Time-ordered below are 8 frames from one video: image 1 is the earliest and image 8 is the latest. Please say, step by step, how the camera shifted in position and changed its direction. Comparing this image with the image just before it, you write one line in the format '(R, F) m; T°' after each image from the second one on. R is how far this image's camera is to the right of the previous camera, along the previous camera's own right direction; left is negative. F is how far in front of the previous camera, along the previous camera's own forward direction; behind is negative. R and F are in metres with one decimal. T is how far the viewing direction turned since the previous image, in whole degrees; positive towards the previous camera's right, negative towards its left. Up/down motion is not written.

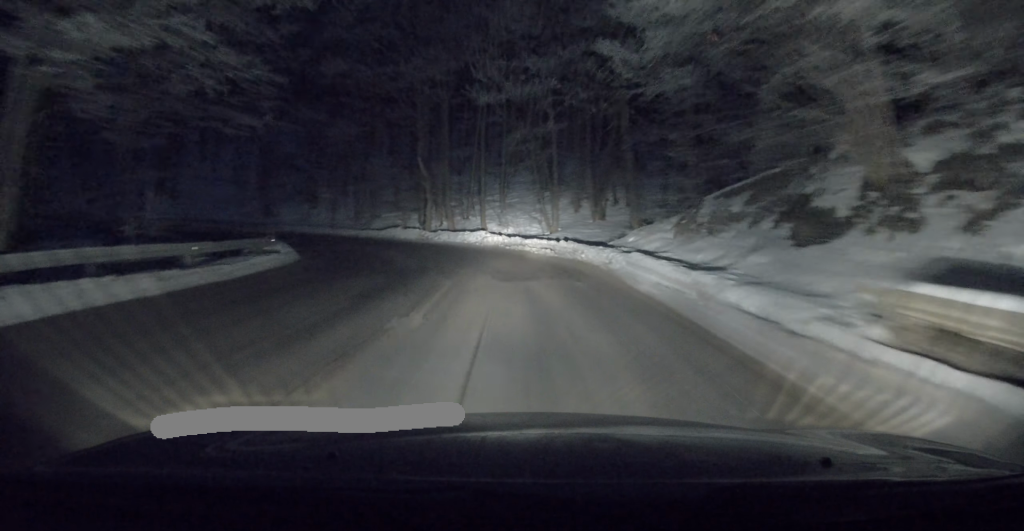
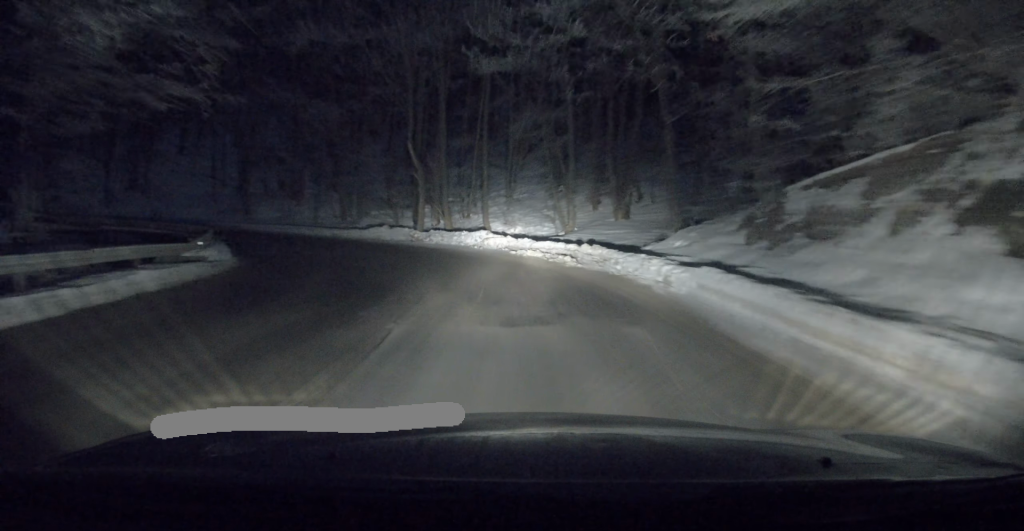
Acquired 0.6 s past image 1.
(+0.2, +4.4) m; +2°
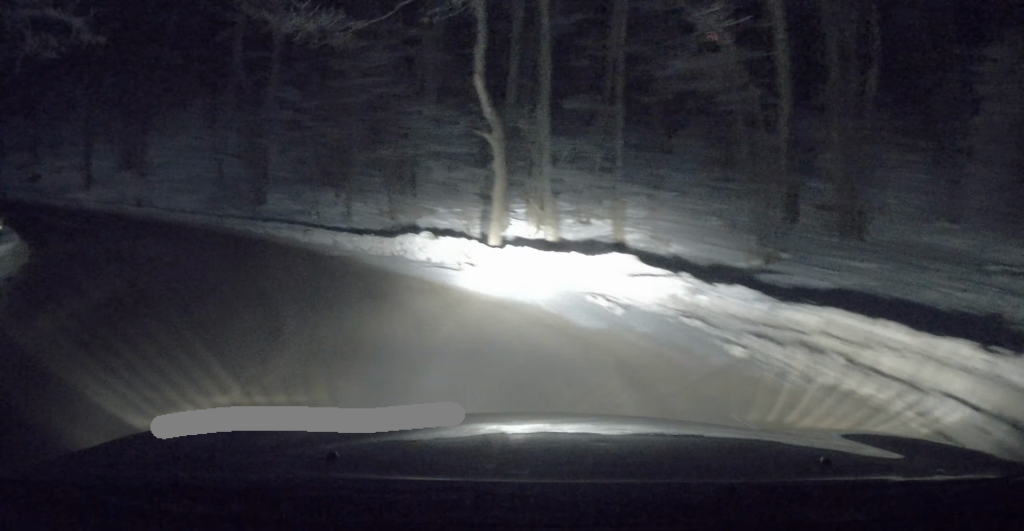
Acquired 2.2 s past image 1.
(-0.1, +12.9) m; -6°
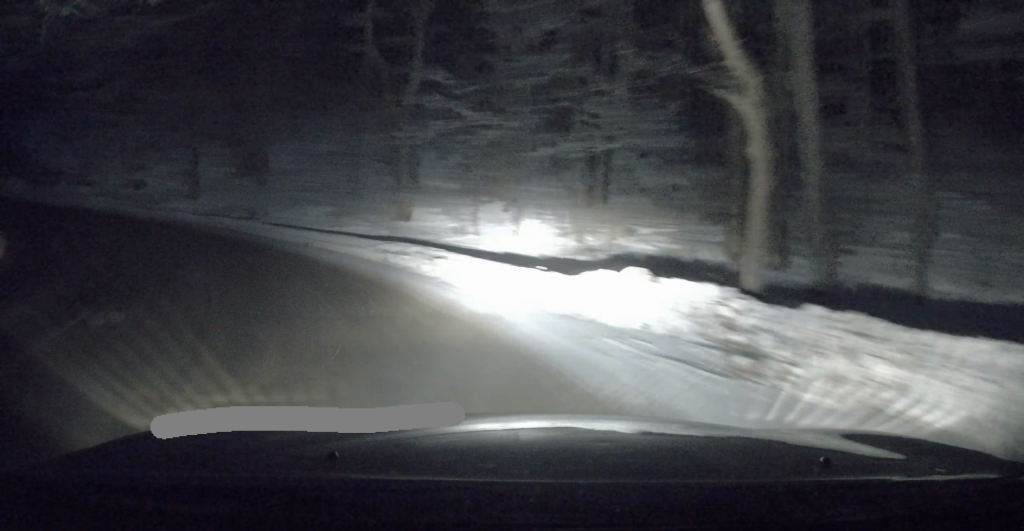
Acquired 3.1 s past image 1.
(-0.6, +7.3) m; -16°
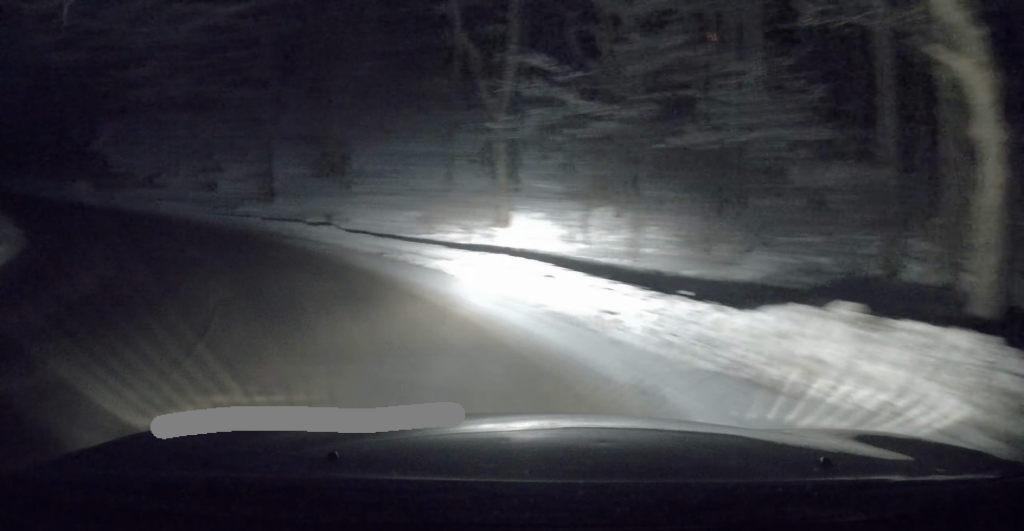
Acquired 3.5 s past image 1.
(+0.2, +3.1) m; -9°
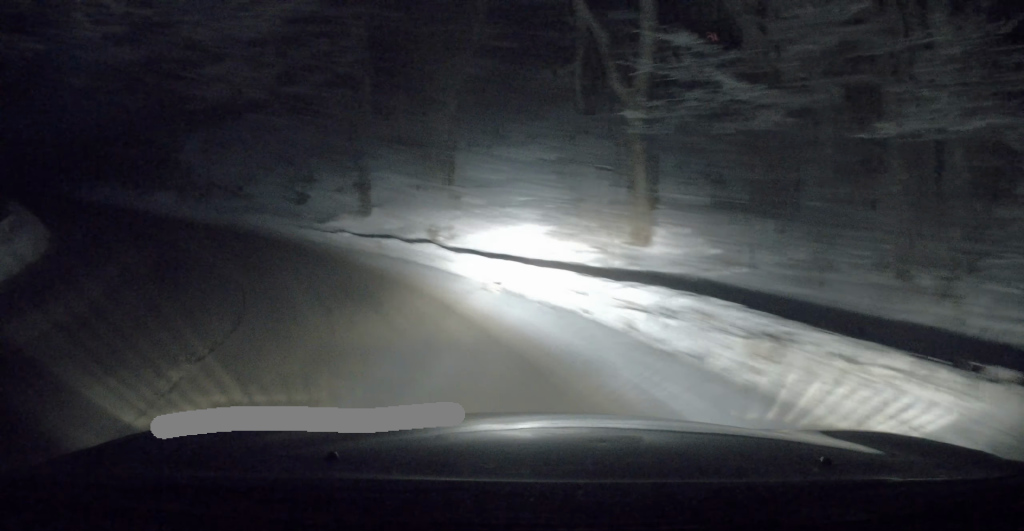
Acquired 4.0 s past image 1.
(-0.9, +3.6) m; -11°
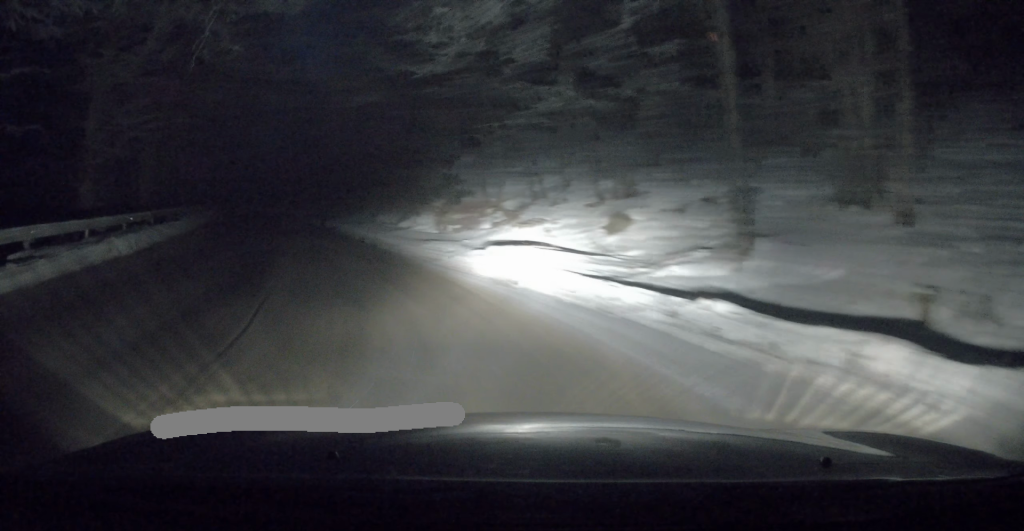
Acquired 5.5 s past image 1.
(-2.5, +11.1) m; -26°
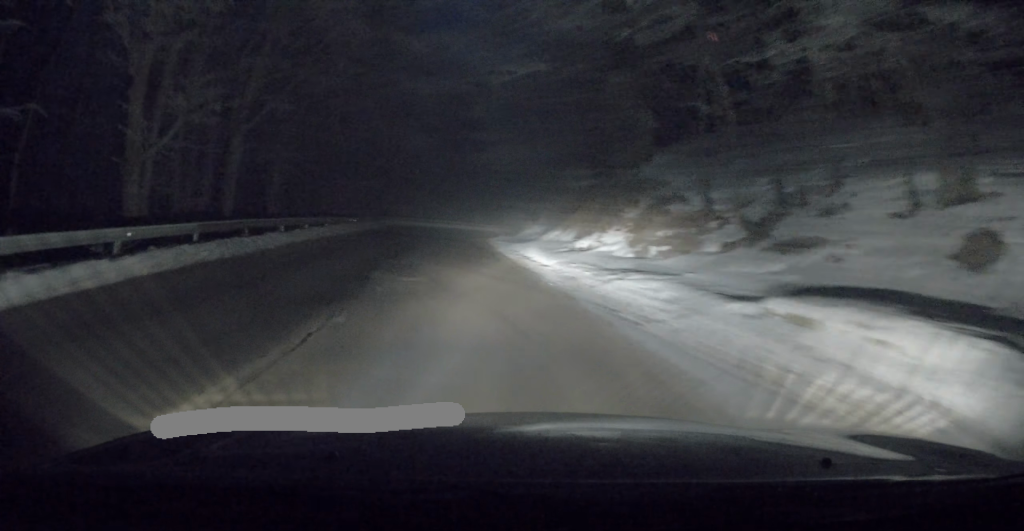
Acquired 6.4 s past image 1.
(-1.2, +8.2) m; -11°
